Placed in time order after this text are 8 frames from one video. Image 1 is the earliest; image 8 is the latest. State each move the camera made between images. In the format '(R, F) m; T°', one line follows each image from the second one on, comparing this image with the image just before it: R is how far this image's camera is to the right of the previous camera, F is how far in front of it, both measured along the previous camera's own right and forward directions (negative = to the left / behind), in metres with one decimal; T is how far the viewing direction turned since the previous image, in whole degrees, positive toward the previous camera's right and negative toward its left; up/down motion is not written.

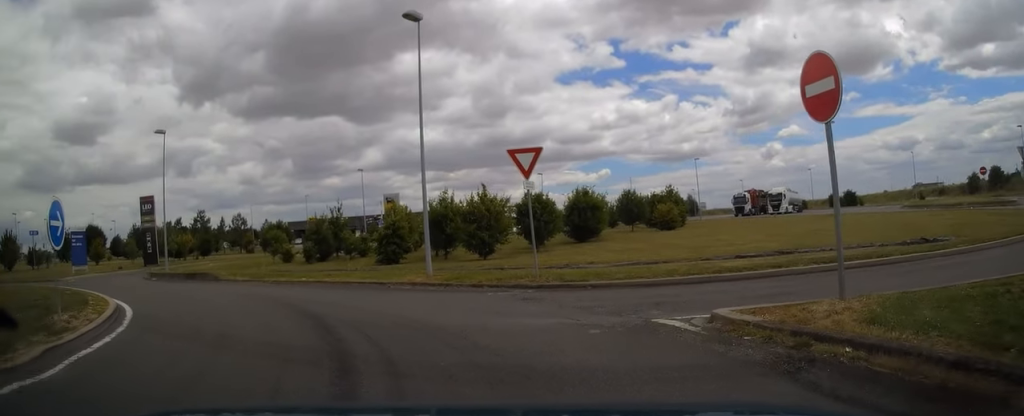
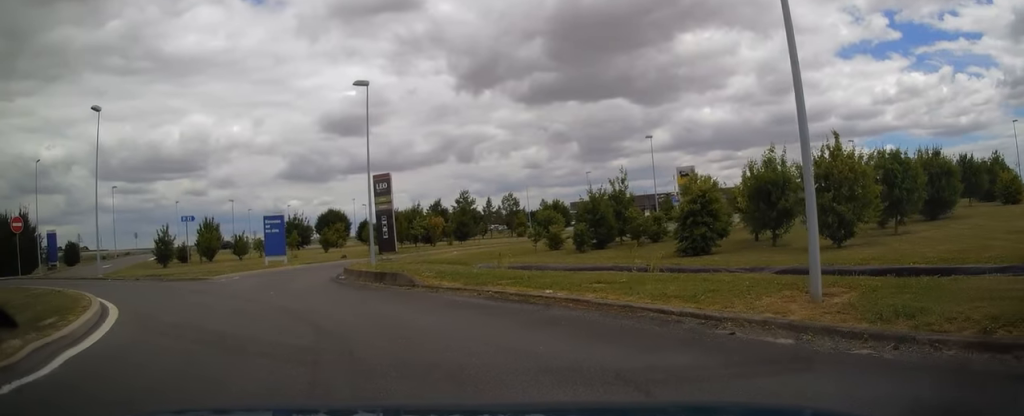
(-2.7, +9.7) m; -27°
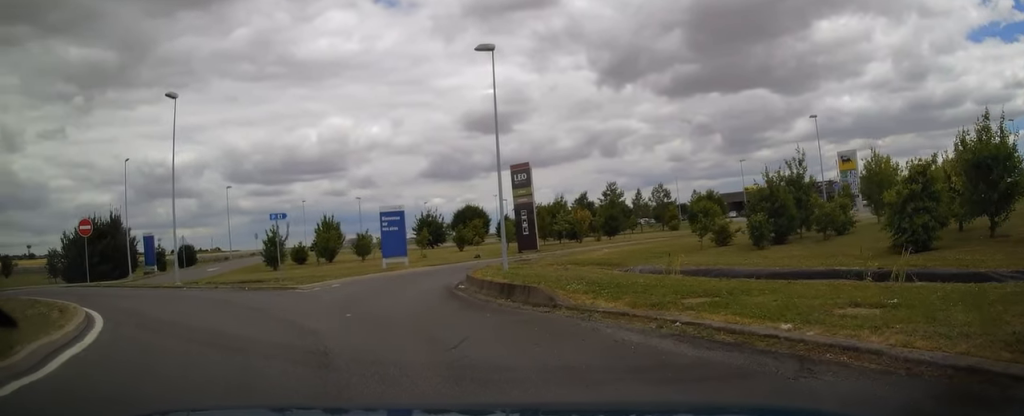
(-0.6, +5.1) m; -12°
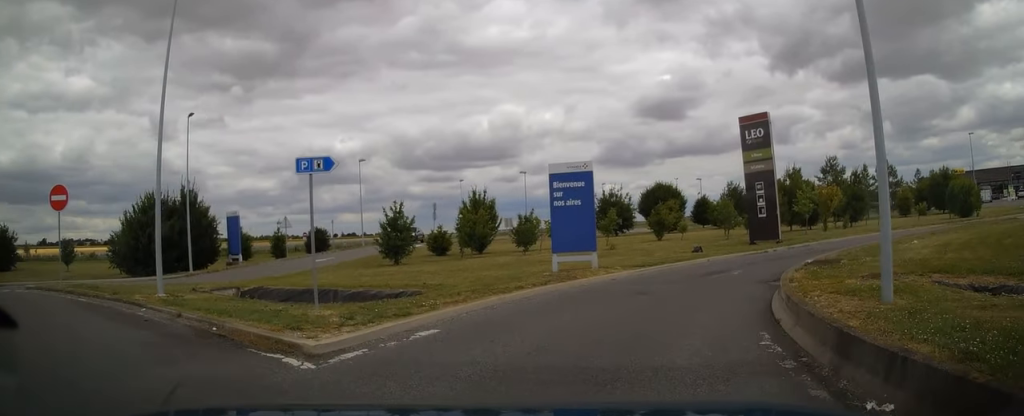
(-3.2, +13.1) m; -18°
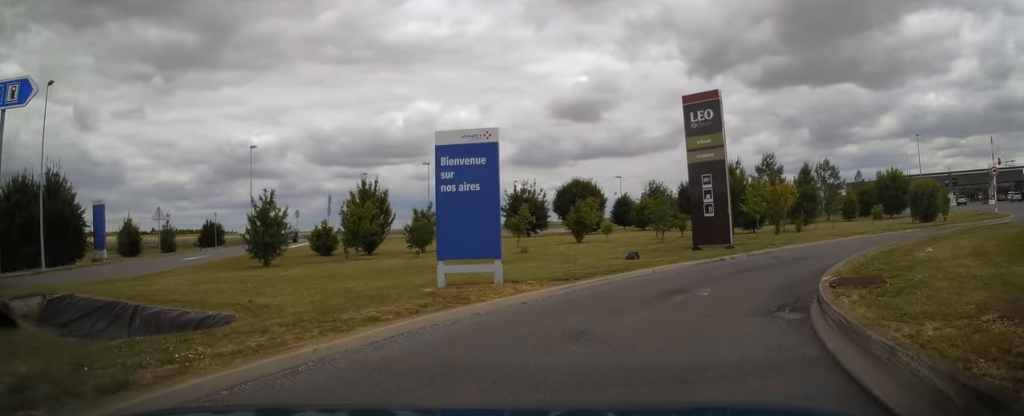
(+0.2, +5.5) m; +8°
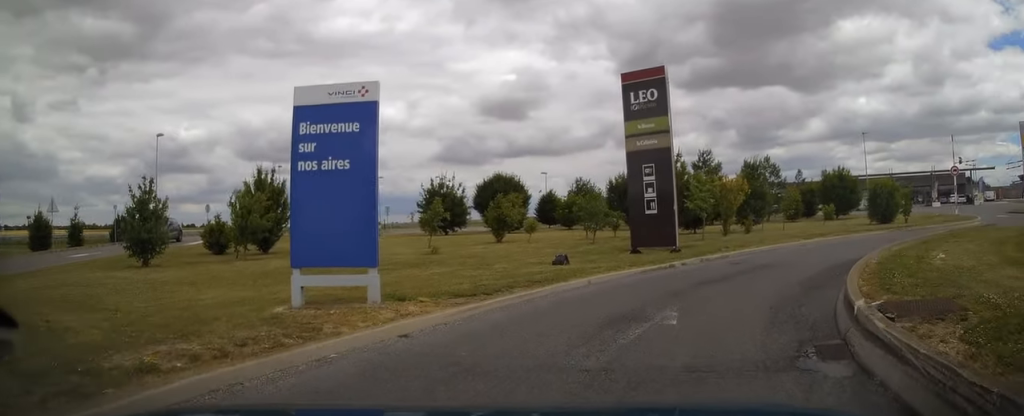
(+0.3, +3.6) m; +8°
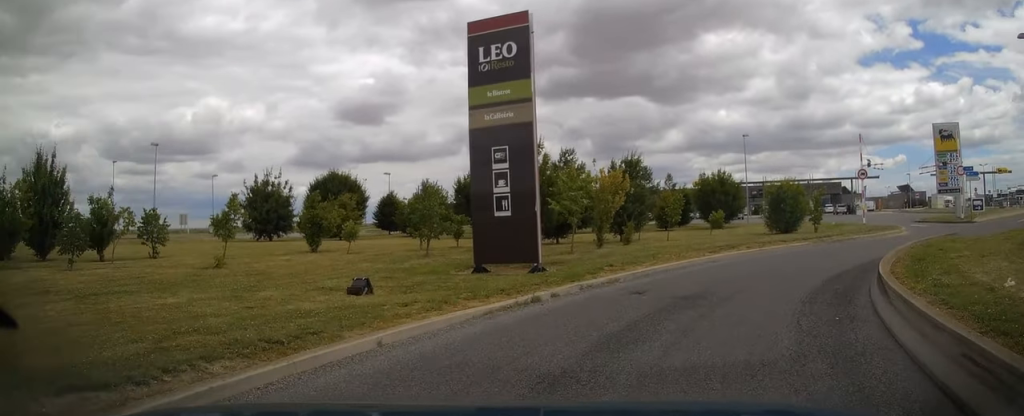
(+0.7, +5.9) m; +15°
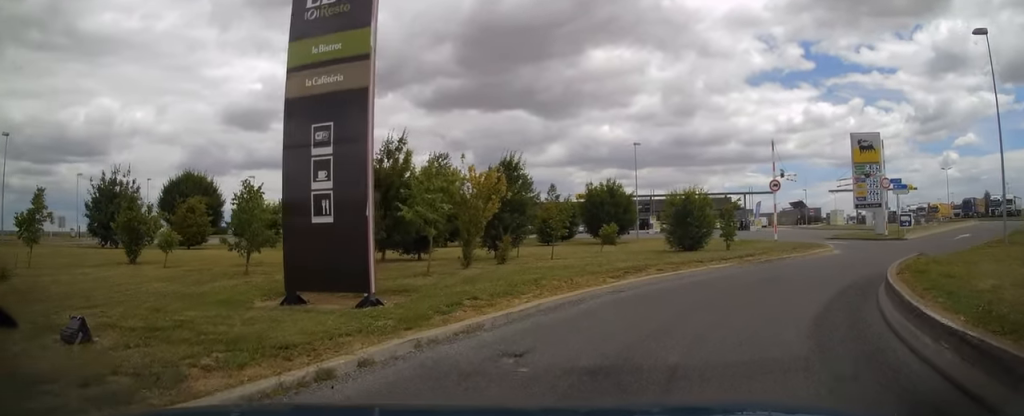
(+0.3, +4.4) m; +11°
